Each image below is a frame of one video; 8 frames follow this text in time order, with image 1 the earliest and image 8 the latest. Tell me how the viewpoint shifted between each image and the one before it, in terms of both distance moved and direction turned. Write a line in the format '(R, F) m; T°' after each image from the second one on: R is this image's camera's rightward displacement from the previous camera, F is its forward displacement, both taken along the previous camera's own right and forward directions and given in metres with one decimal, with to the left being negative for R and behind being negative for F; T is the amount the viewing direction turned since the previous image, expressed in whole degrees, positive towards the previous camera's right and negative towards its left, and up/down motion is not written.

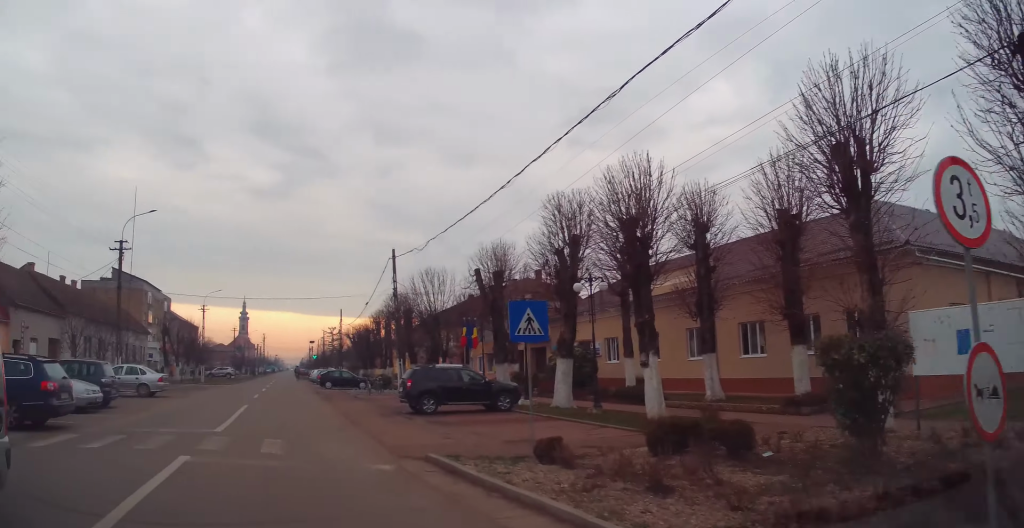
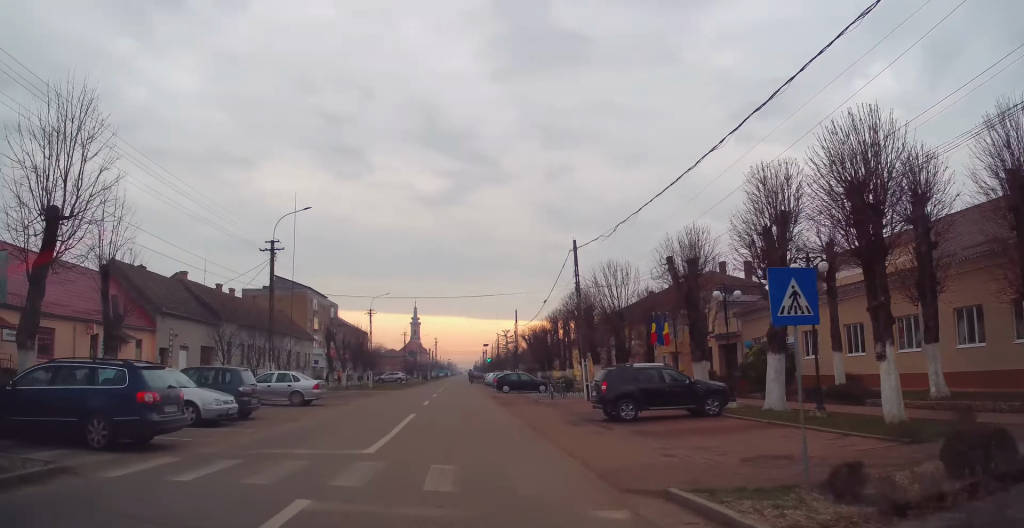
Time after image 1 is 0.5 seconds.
(-0.6, +2.6) m; -12°
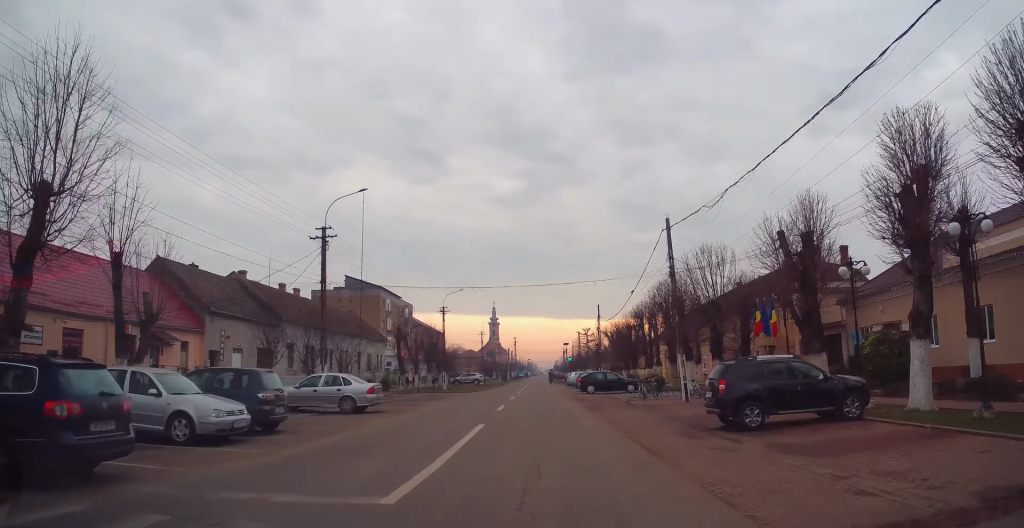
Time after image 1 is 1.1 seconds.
(-0.3, +3.5) m; -5°
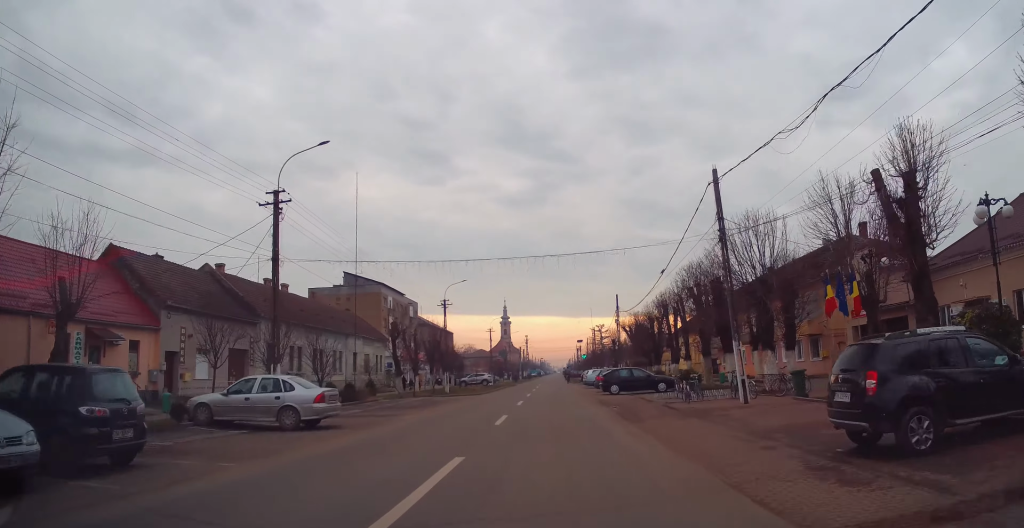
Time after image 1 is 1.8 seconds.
(-0.1, +5.3) m; -2°
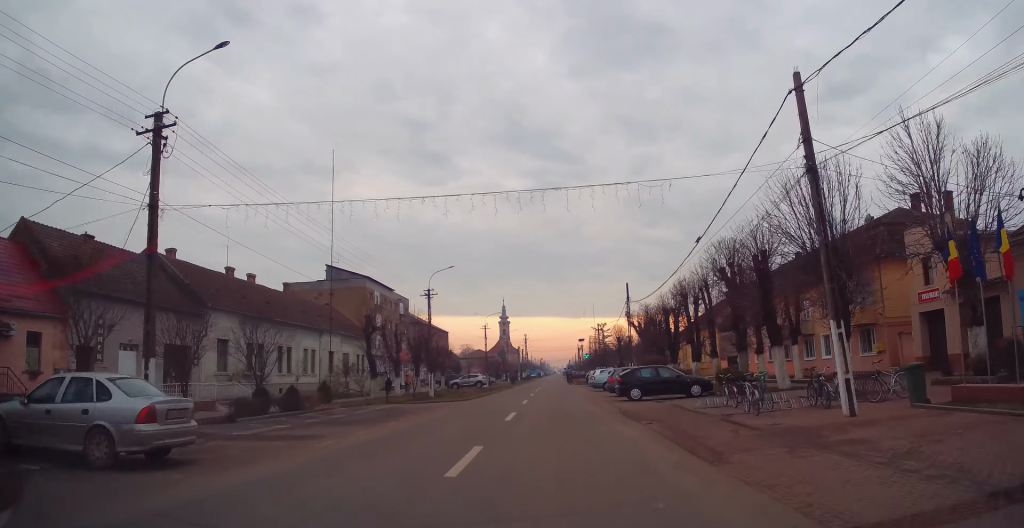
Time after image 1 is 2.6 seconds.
(-0.2, +6.3) m; +1°
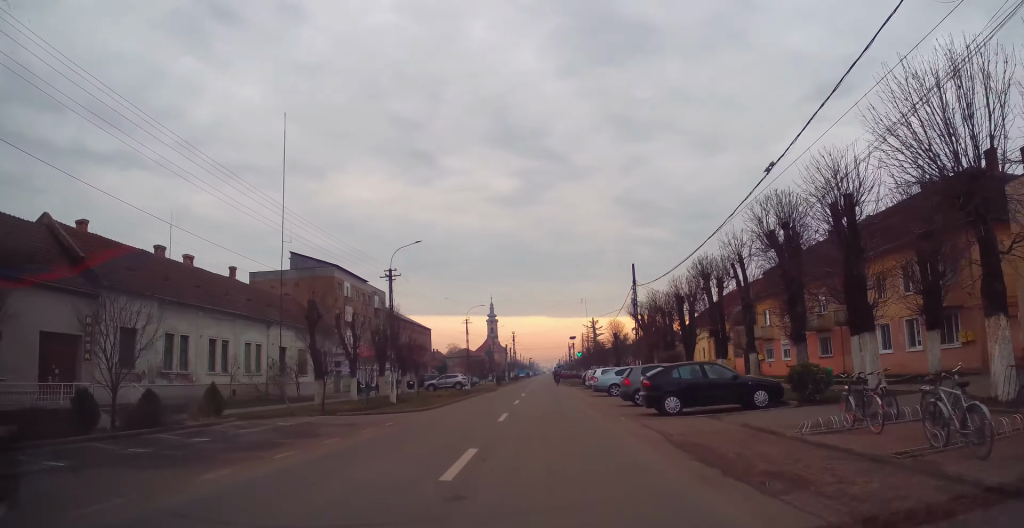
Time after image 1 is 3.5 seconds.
(+0.3, +8.6) m; +1°
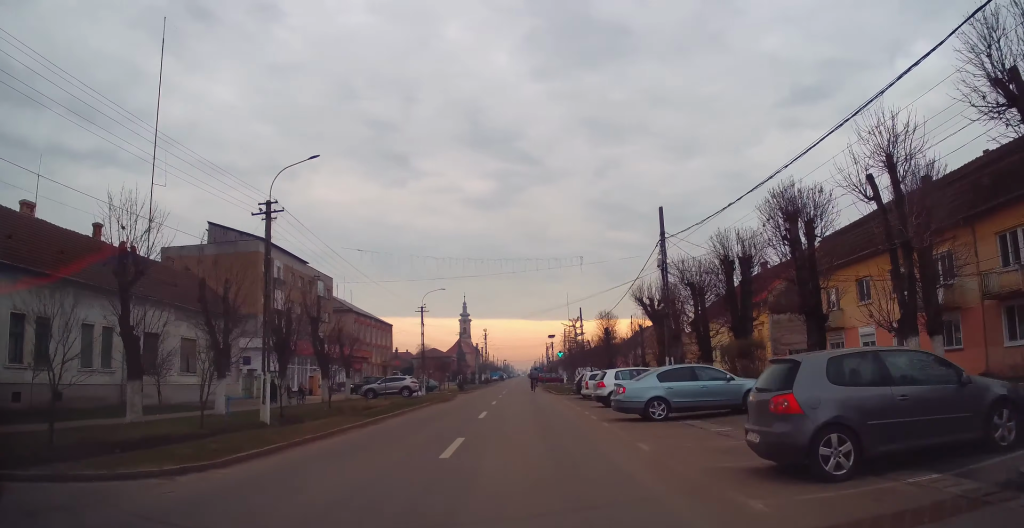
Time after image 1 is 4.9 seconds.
(-0.3, +14.7) m; -2°
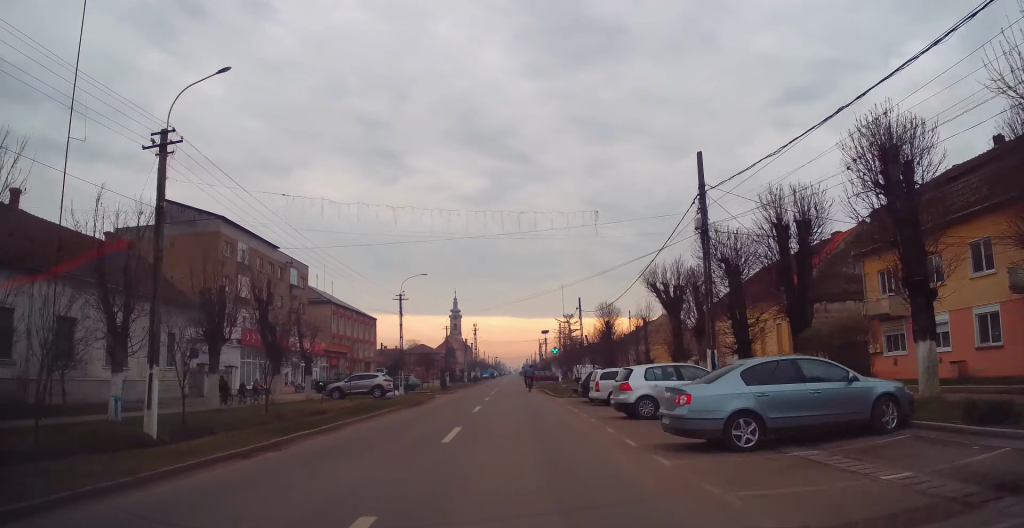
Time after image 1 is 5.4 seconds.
(-0.1, +6.6) m; 0°
